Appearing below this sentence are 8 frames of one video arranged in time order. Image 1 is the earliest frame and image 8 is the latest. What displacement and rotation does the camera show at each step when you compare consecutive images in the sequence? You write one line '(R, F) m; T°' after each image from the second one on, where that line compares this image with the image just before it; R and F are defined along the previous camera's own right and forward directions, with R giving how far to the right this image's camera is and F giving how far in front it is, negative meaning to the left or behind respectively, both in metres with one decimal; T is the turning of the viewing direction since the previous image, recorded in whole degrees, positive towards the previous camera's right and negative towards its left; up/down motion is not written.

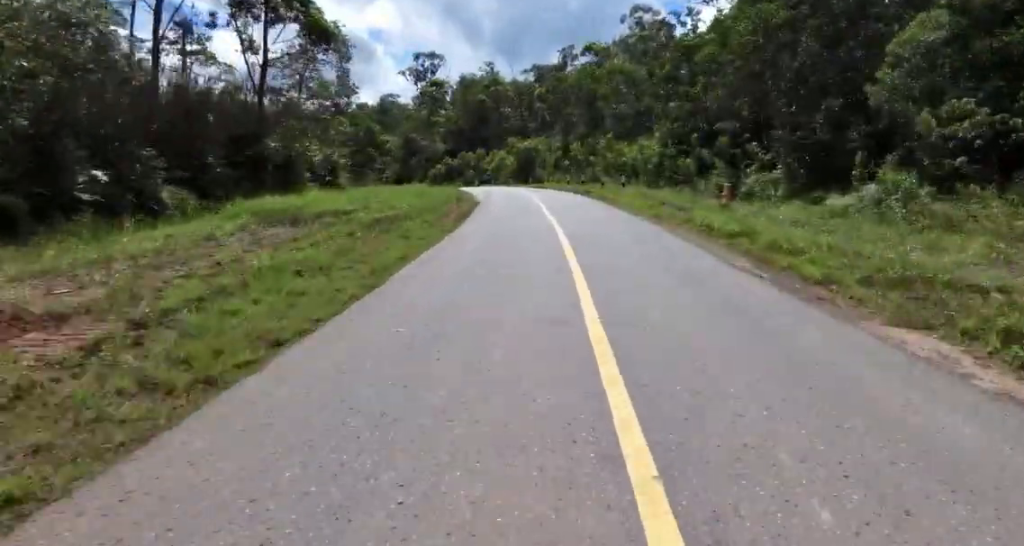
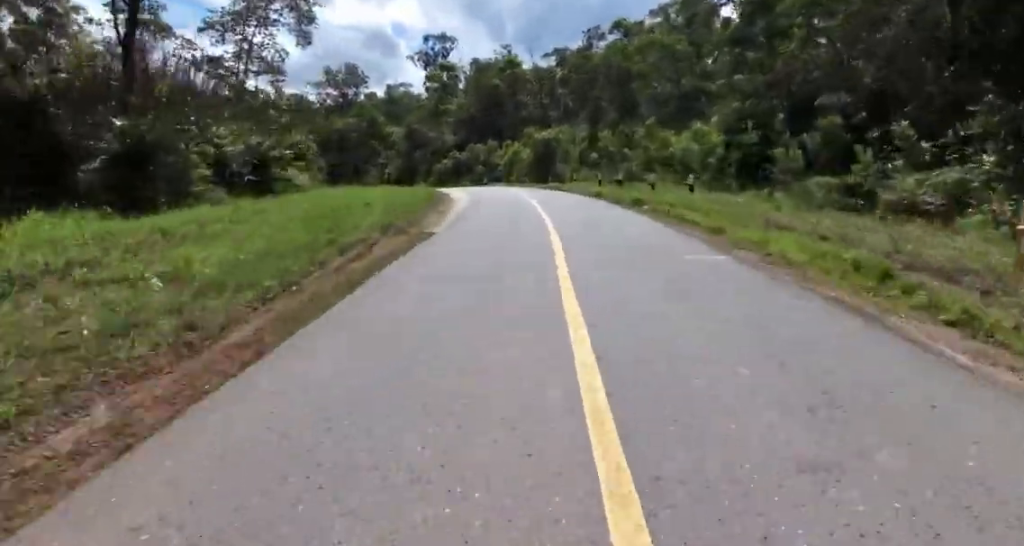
(-0.2, +13.5) m; -1°
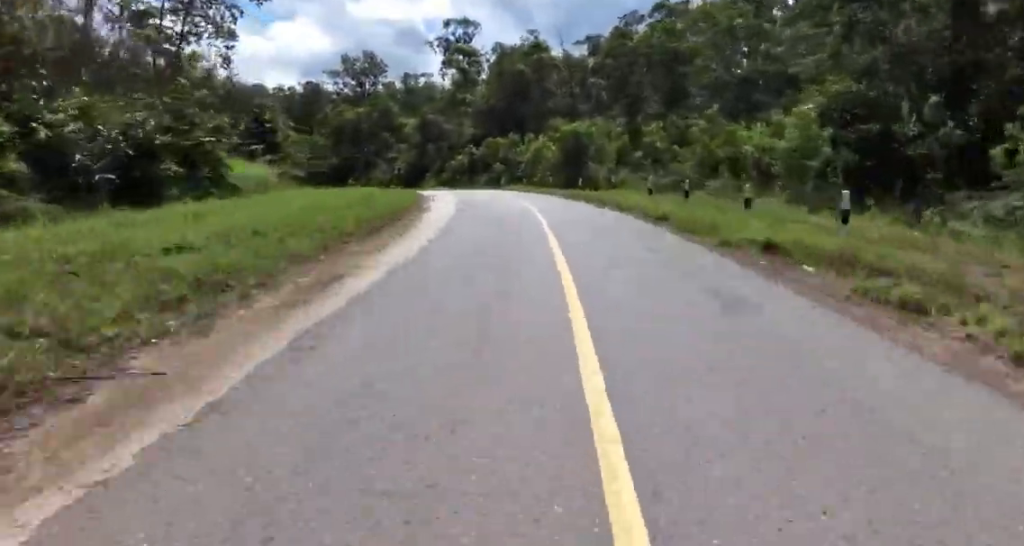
(0.0, +11.7) m; 0°
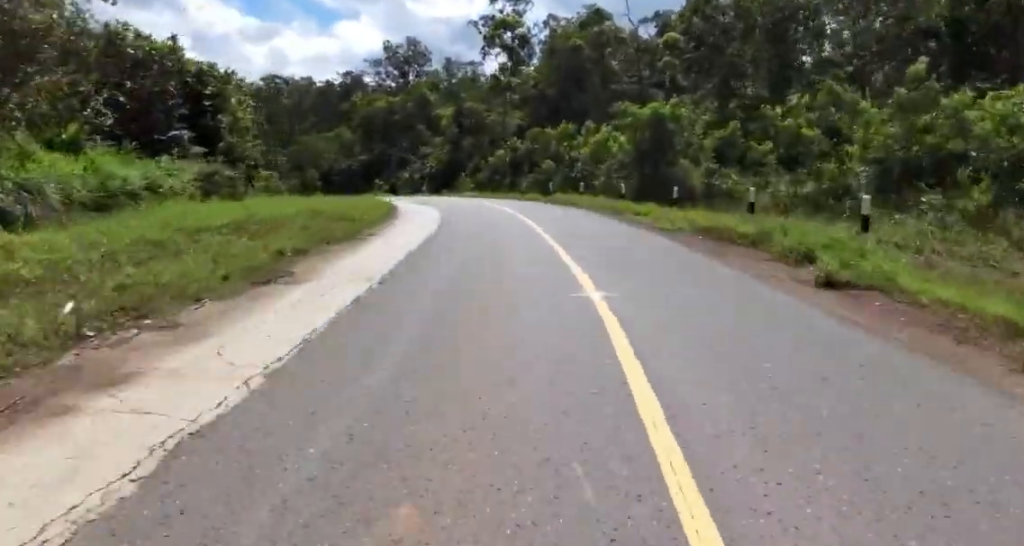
(0.0, +17.0) m; -6°
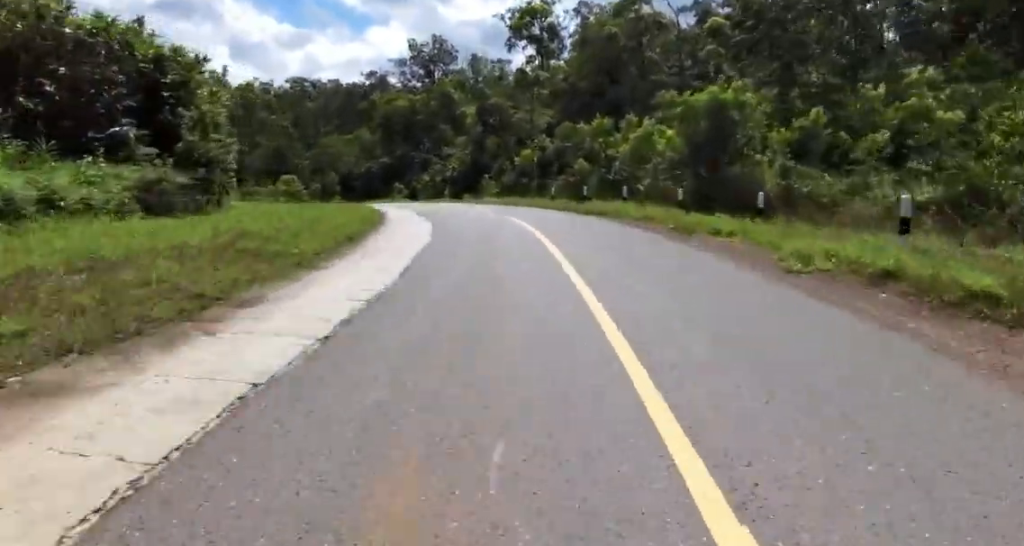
(-0.7, +7.3) m; -5°
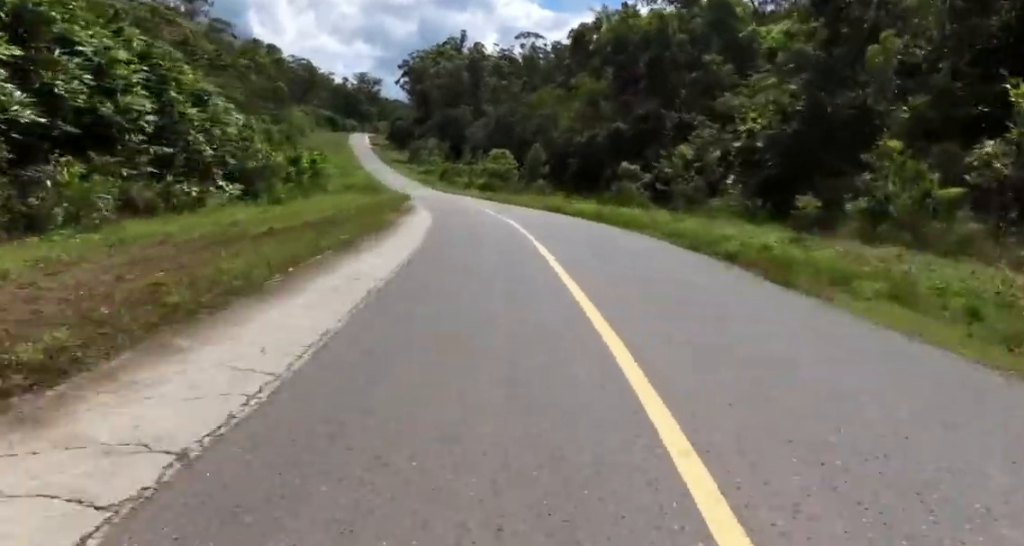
(-8.9, +38.4) m; -21°
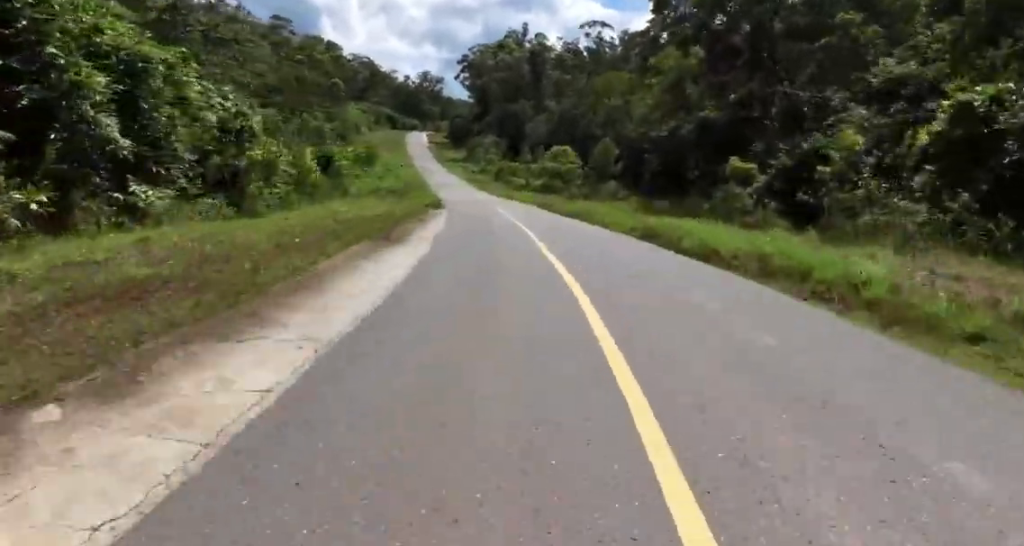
(-0.2, +12.3) m; -6°
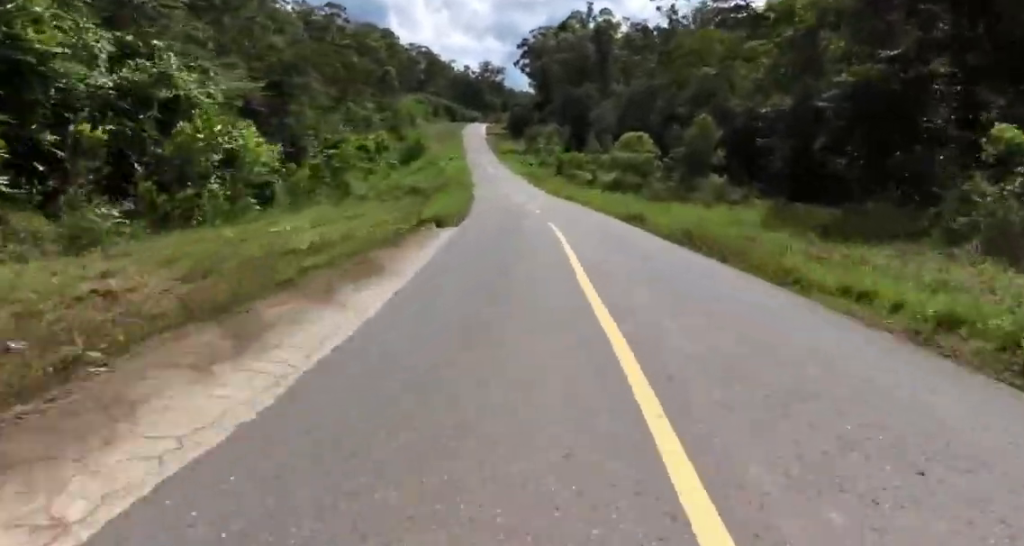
(-0.2, +13.2) m; -5°
